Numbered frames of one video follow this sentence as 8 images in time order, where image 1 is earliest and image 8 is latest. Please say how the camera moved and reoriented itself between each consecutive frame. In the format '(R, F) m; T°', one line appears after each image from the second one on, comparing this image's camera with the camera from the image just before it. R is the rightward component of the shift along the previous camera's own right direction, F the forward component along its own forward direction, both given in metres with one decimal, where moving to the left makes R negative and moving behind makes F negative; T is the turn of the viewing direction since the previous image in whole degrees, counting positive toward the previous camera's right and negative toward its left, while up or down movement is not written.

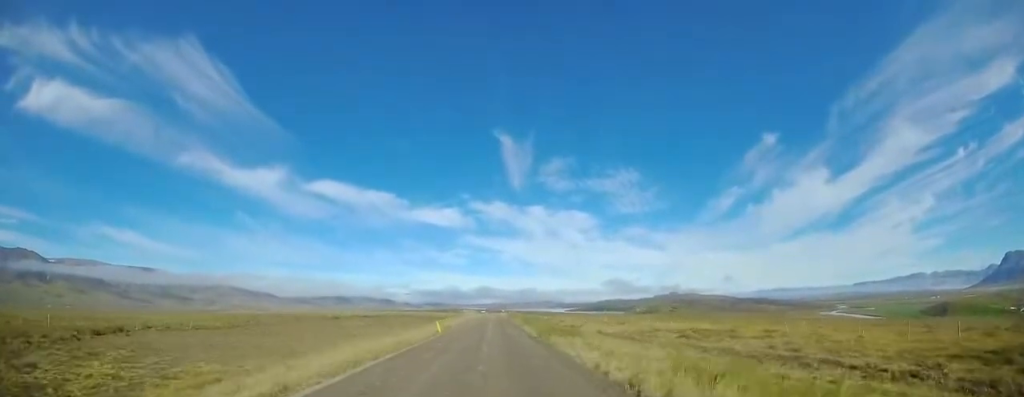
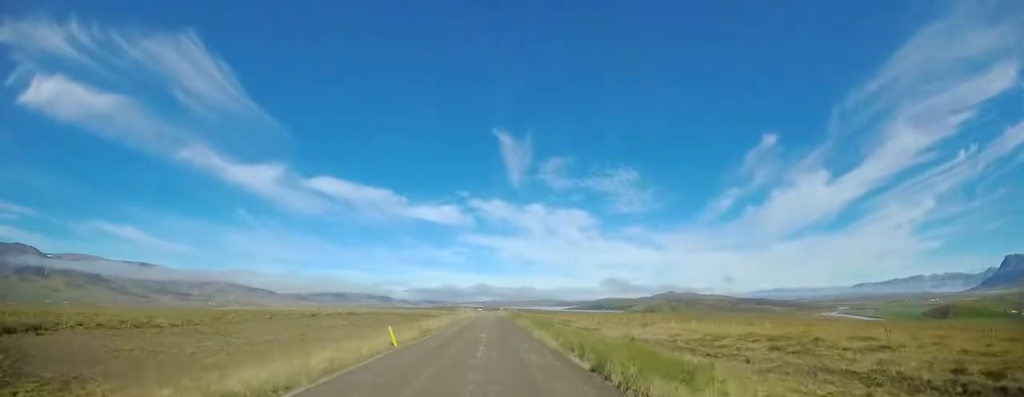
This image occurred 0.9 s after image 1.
(+0.1, +11.5) m; +1°
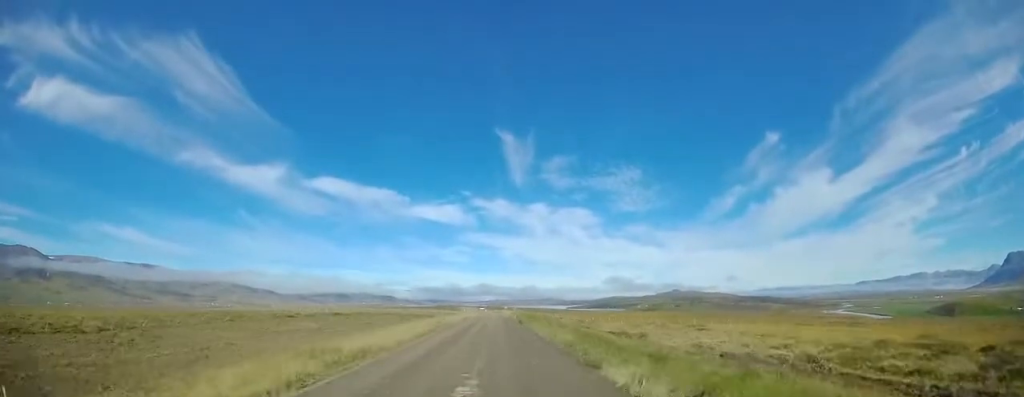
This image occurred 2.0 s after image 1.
(+0.1, +13.5) m; -1°
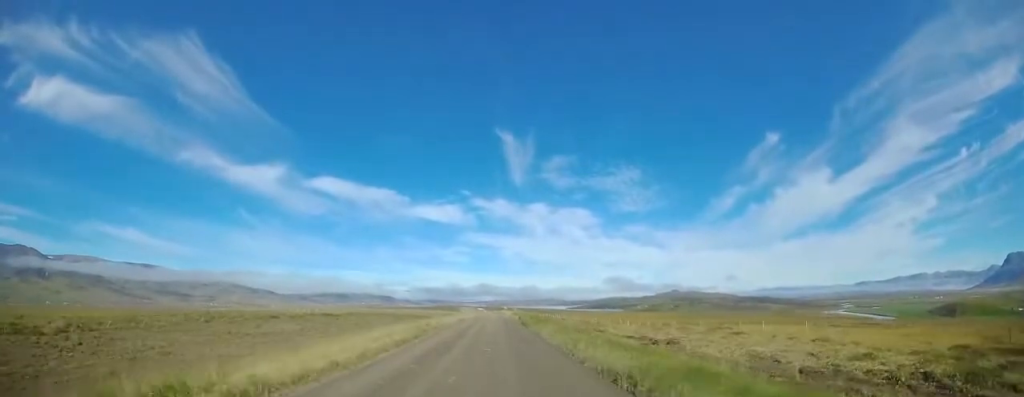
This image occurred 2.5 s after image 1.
(-0.1, +6.1) m; 0°
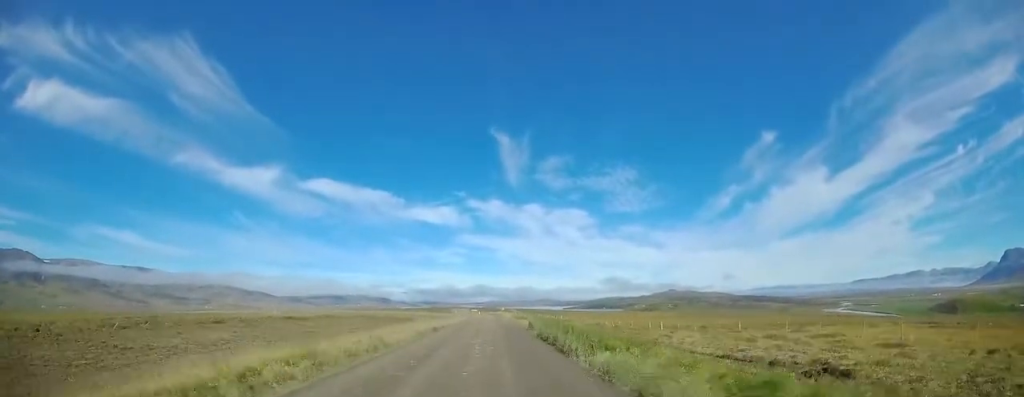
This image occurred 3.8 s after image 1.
(+0.3, +15.8) m; +3°
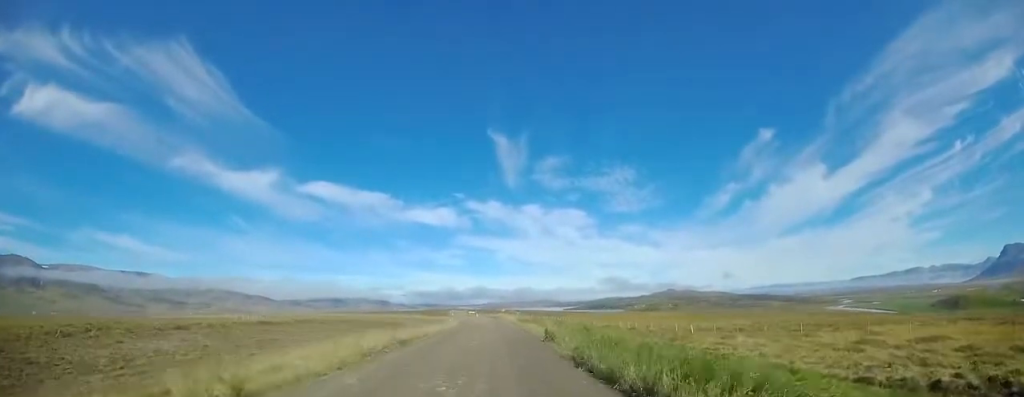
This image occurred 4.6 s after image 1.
(+0.1, +8.9) m; 0°
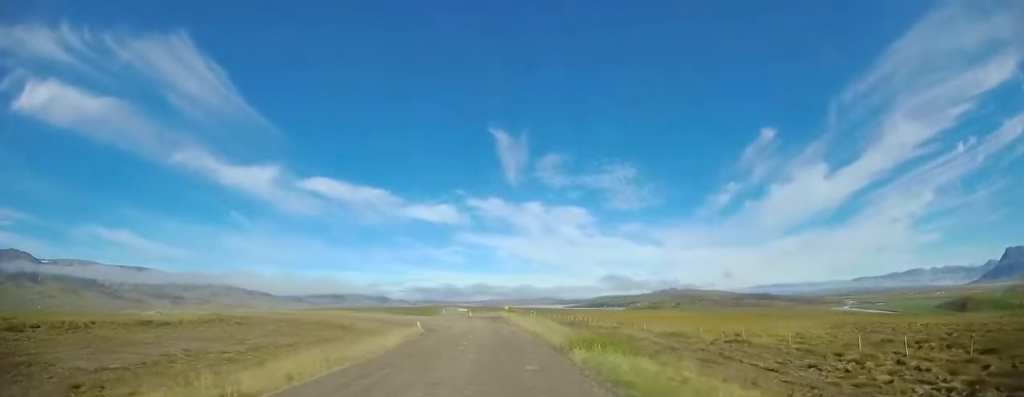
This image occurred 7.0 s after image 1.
(-0.1, +28.5) m; +1°
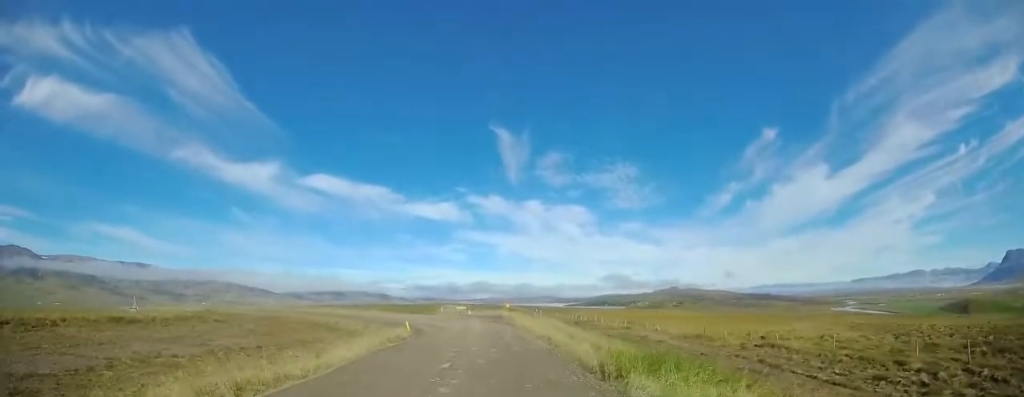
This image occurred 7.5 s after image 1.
(-0.1, +4.8) m; -1°
